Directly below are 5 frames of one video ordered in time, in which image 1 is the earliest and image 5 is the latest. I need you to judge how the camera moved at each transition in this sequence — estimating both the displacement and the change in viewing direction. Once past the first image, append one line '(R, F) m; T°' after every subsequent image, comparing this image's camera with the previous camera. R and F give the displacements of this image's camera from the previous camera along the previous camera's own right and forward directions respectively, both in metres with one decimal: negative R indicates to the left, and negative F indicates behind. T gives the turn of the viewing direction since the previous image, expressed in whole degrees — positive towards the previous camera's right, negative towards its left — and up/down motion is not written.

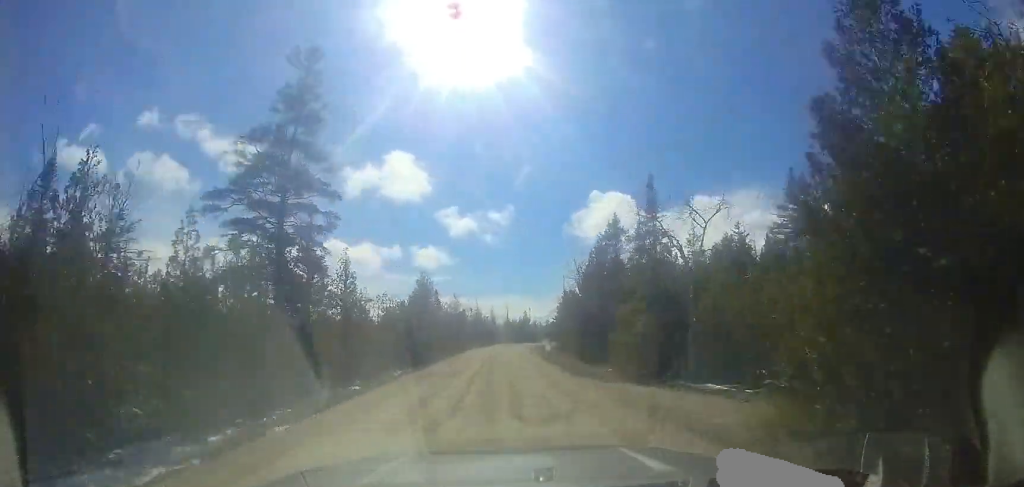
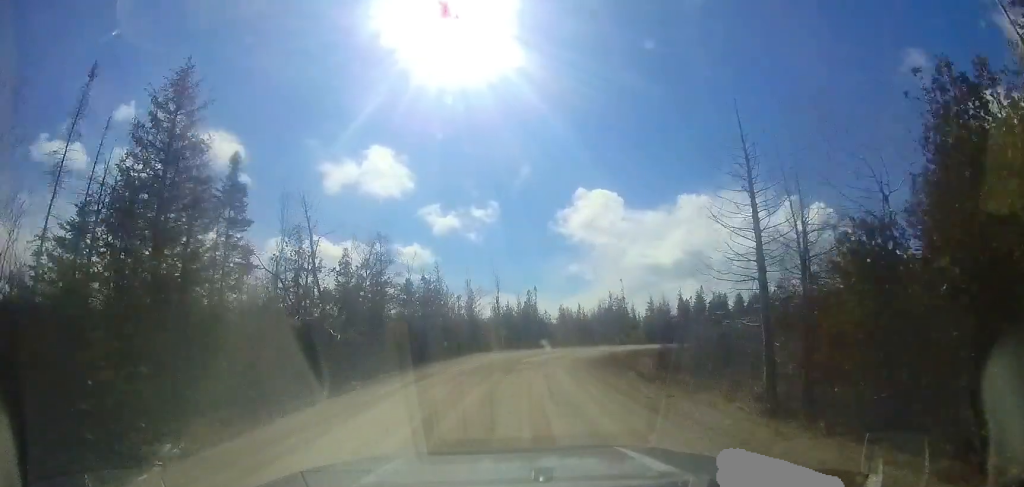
(-0.1, +38.9) m; +2°
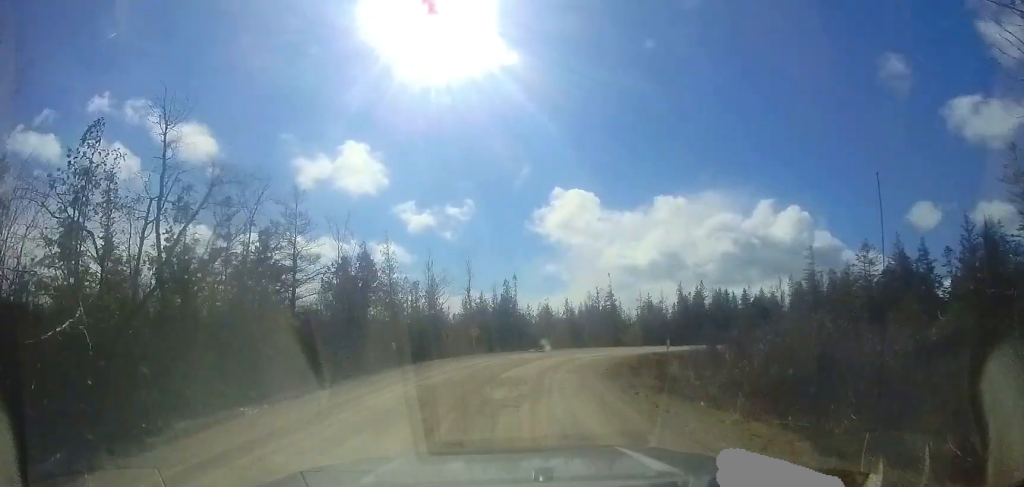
(+0.1, +10.0) m; +2°
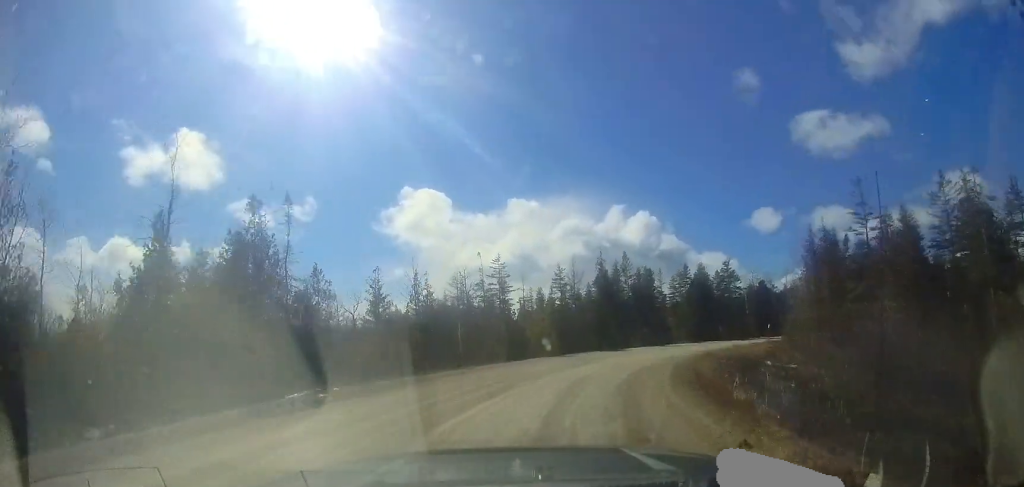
(+2.1, +26.5) m; +13°
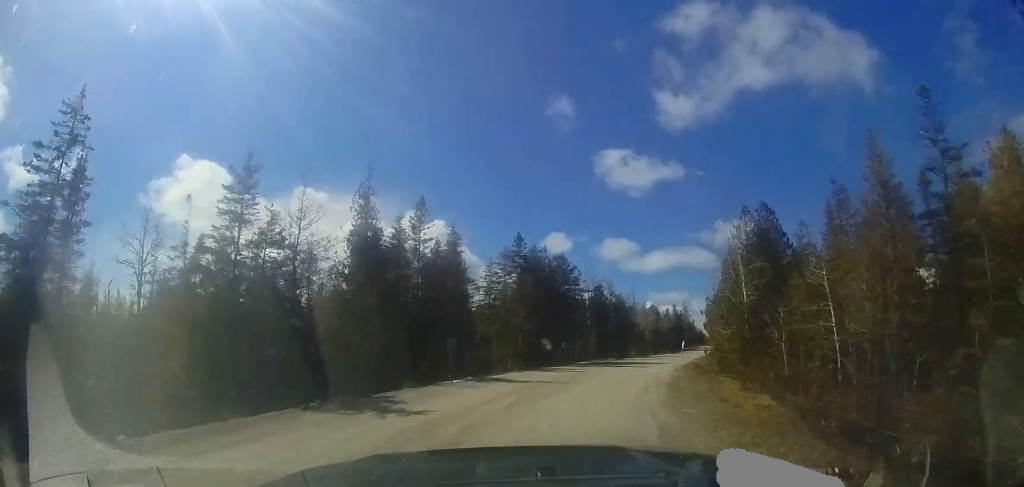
(+5.4, +20.9) m; +33°
